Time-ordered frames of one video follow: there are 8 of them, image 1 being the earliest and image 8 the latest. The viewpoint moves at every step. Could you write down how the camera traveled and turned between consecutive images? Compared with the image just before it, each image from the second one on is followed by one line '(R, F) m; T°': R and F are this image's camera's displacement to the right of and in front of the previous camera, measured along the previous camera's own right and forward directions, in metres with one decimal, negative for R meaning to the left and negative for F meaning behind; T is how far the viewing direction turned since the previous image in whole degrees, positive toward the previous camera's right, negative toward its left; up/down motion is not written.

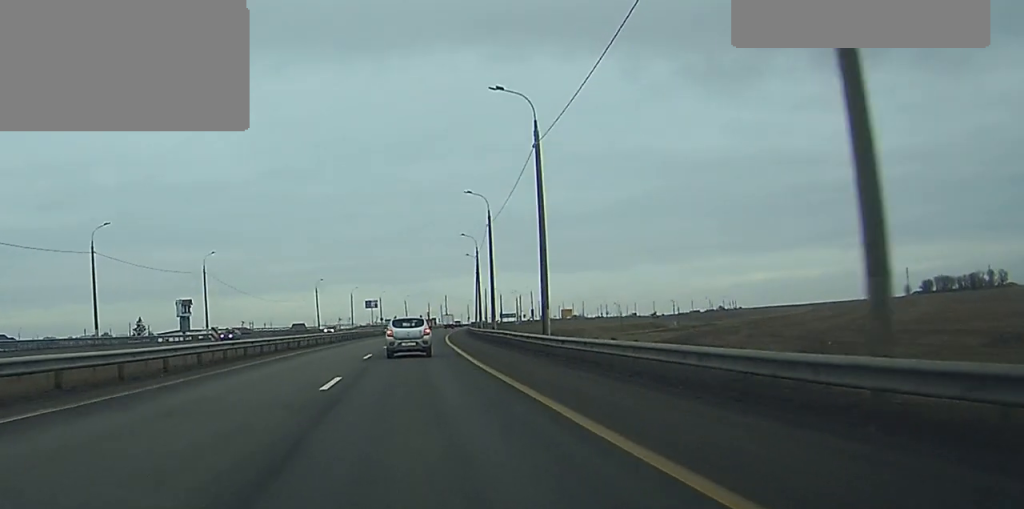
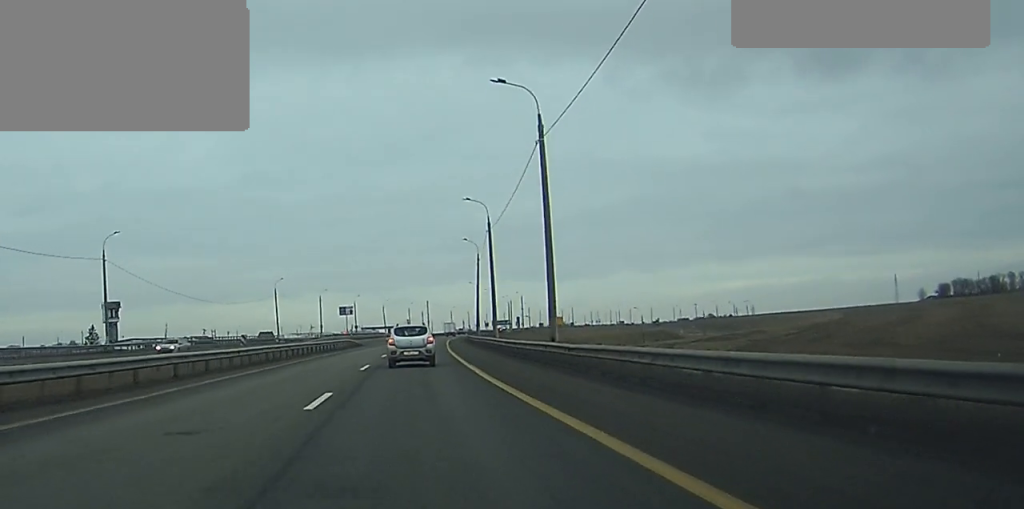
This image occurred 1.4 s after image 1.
(+0.7, +34.4) m; +1°
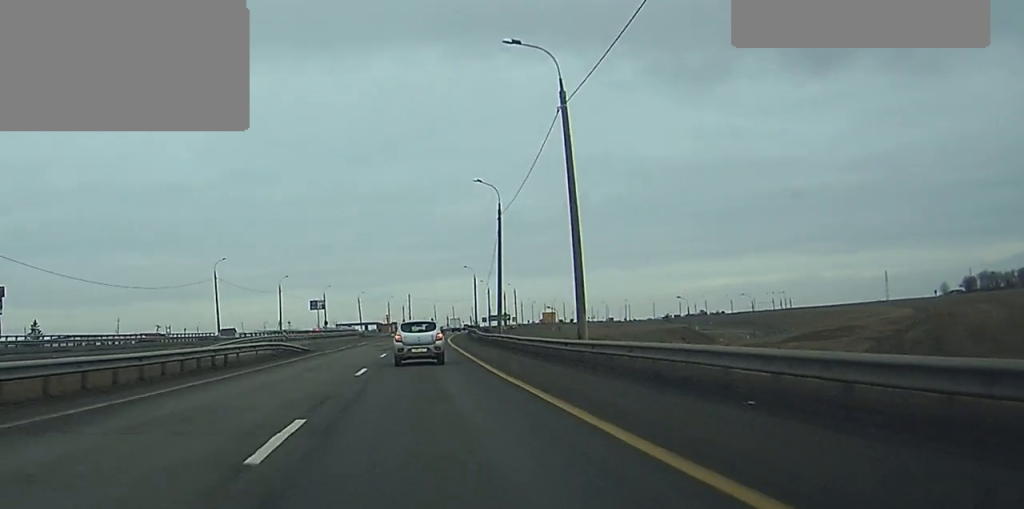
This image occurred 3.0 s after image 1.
(+0.2, +37.7) m; +1°
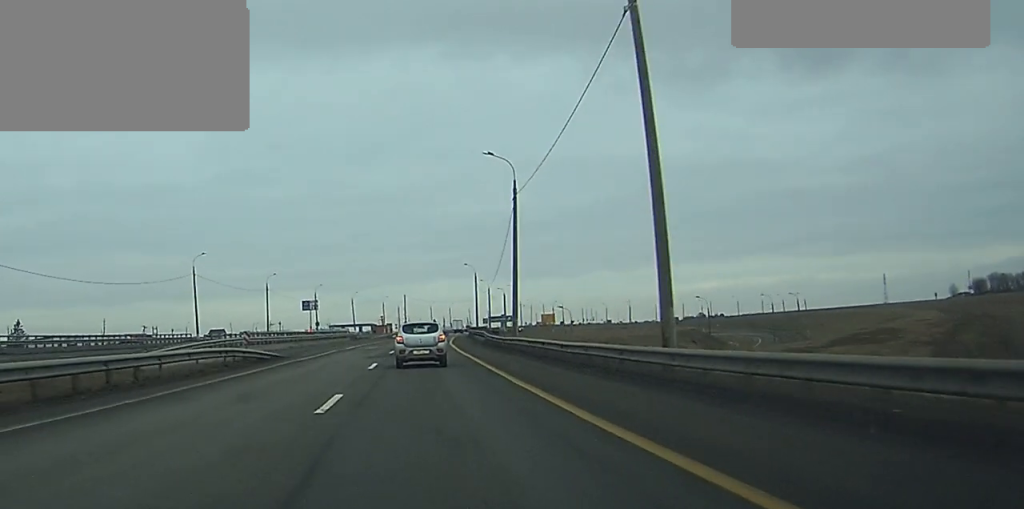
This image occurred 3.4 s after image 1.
(+0.1, +10.5) m; 0°
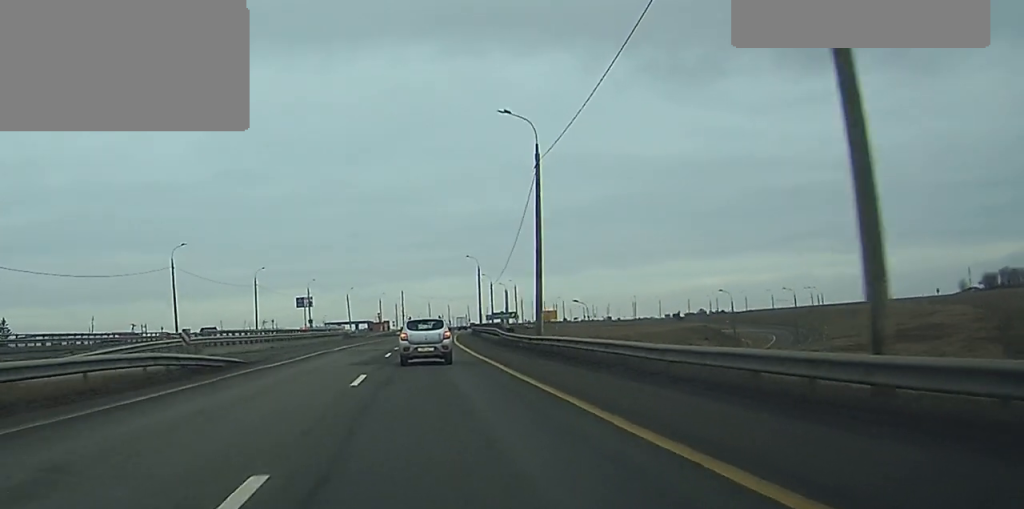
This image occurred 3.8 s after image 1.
(0.0, +9.7) m; 0°
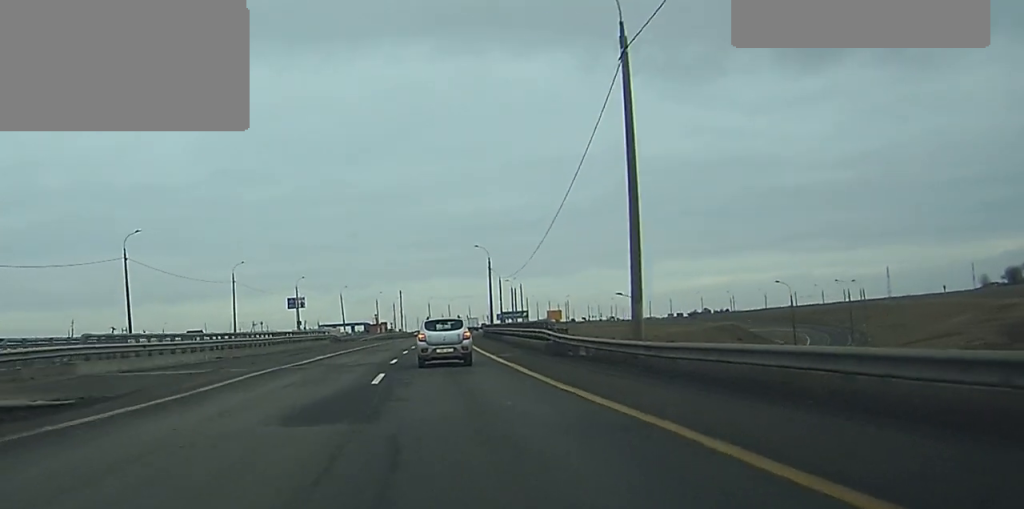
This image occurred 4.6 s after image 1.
(+0.1, +17.9) m; 0°
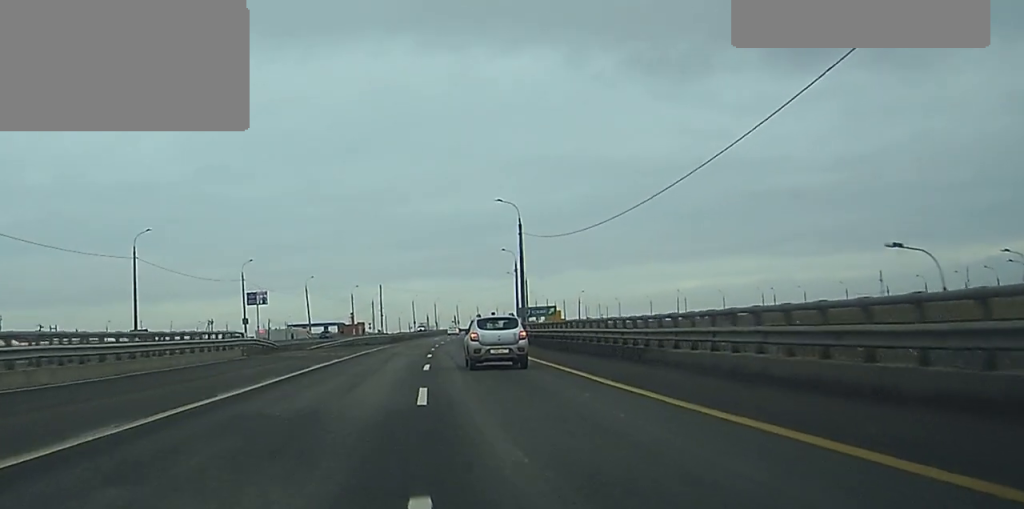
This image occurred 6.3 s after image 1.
(+0.2, +41.6) m; +1°
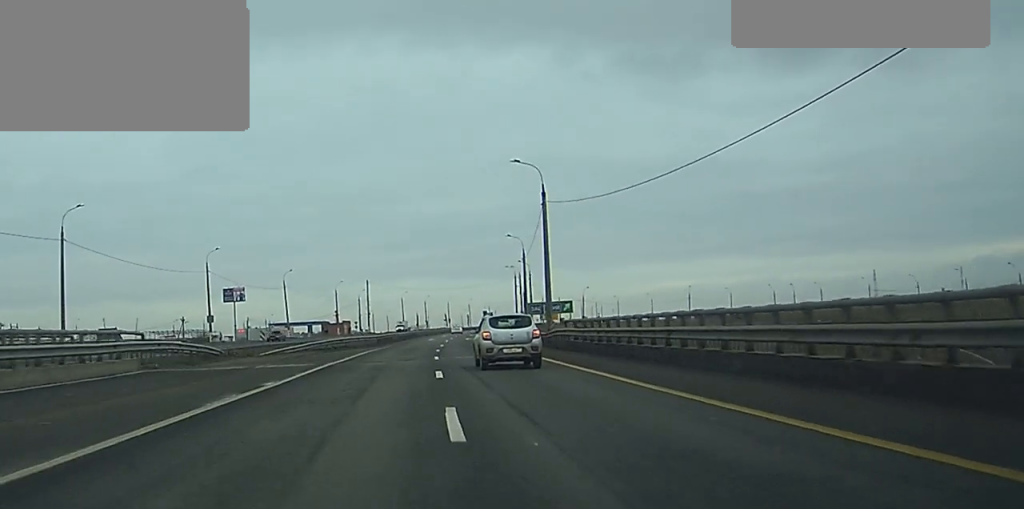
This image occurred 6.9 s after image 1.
(-0.1, +16.3) m; +1°
